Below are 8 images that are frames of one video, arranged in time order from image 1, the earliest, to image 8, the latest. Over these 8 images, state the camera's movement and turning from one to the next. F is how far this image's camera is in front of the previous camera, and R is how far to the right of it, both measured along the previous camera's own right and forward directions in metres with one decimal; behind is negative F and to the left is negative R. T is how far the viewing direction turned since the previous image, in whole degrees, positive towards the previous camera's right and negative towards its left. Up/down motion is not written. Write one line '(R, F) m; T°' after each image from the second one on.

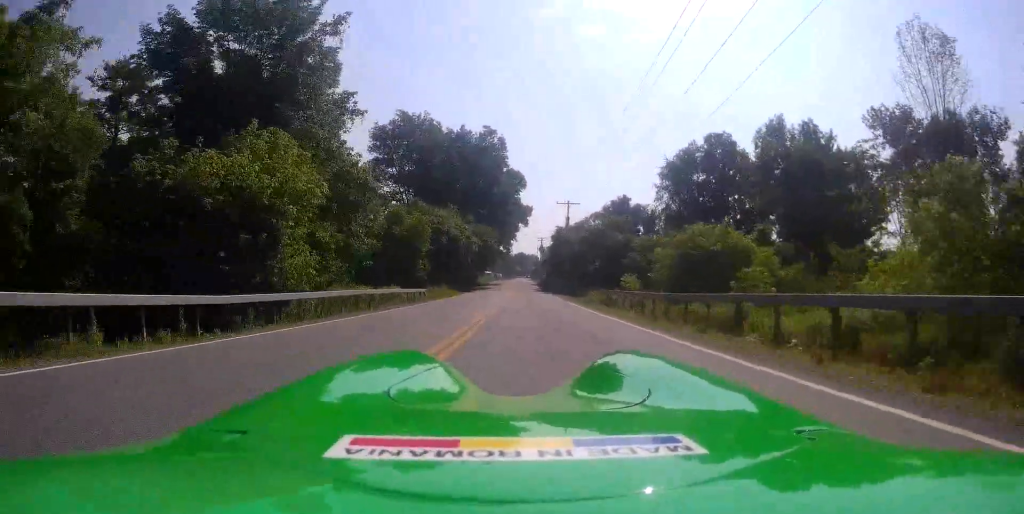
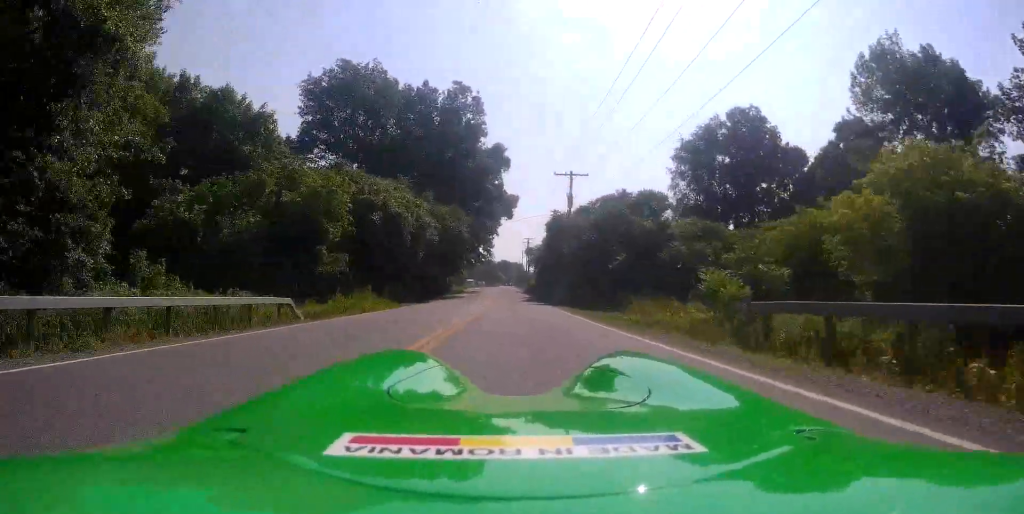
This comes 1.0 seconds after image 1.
(-0.1, +18.8) m; -1°
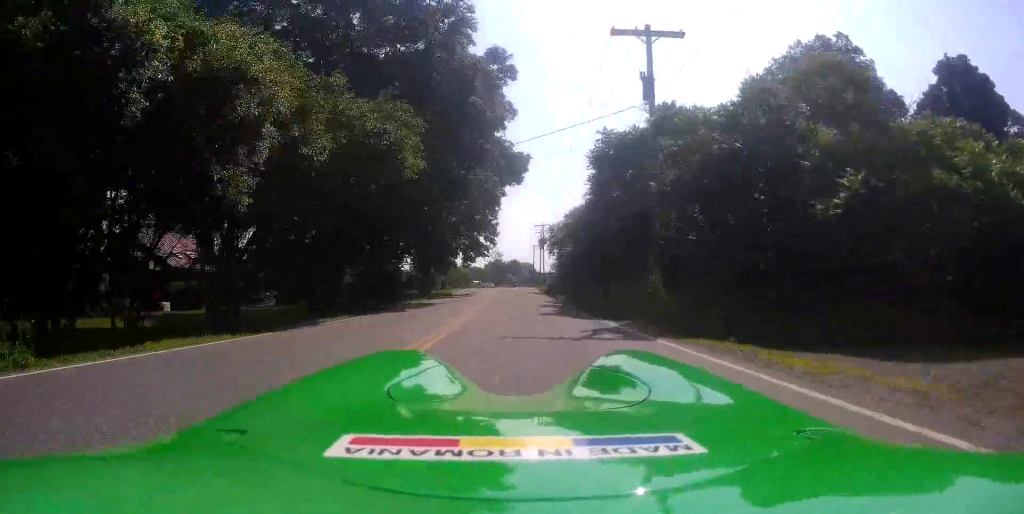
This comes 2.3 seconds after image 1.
(0.0, +23.0) m; +1°
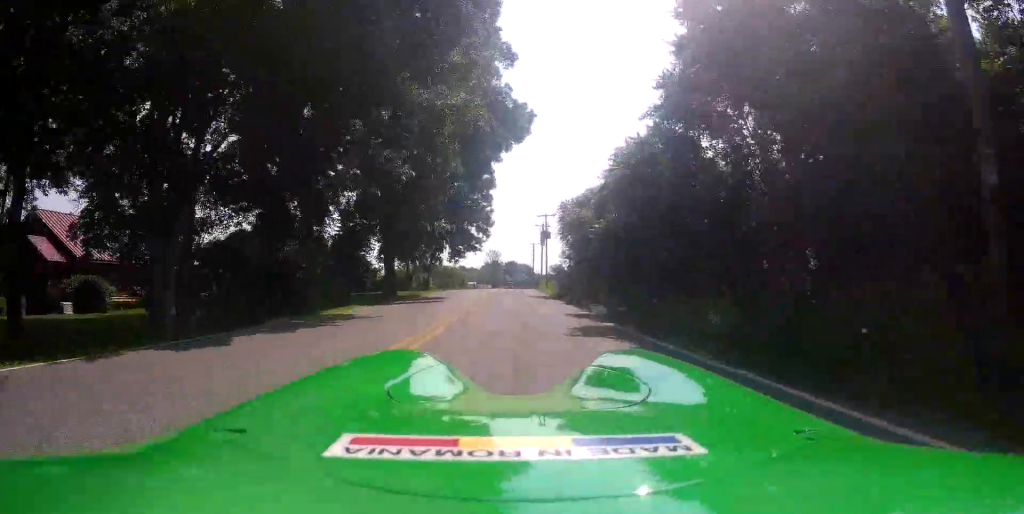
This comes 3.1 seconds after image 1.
(-0.1, +13.9) m; +2°
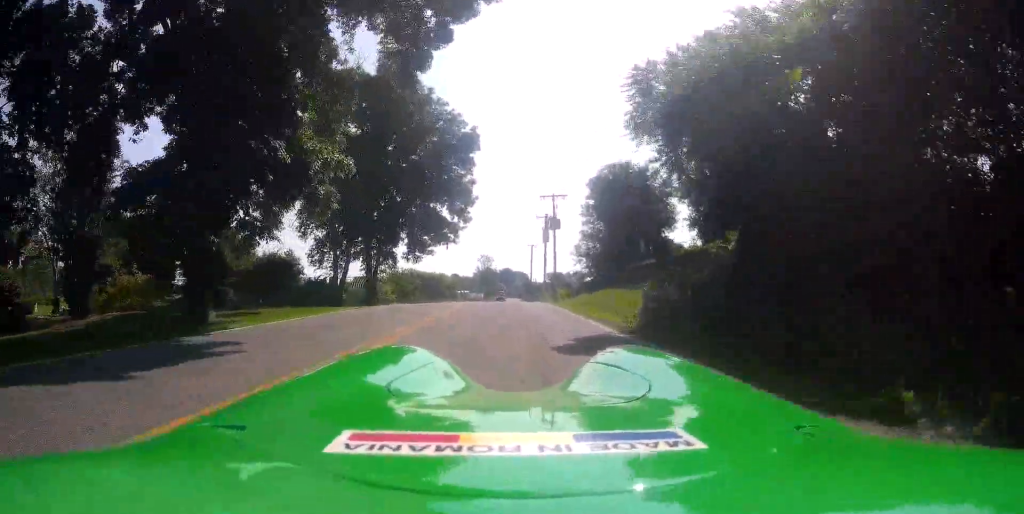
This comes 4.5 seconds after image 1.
(+0.5, +23.0) m; -1°
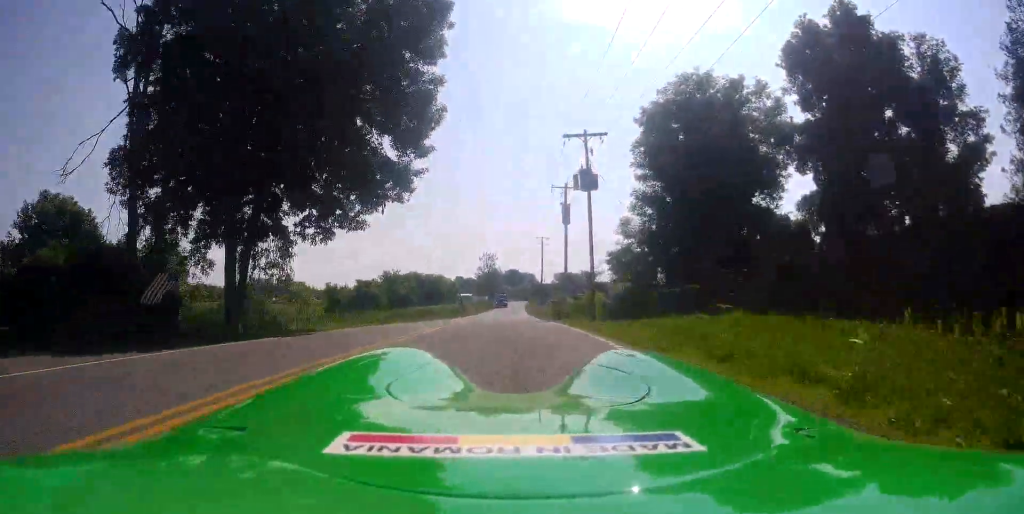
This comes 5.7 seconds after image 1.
(-0.9, +21.1) m; -3°
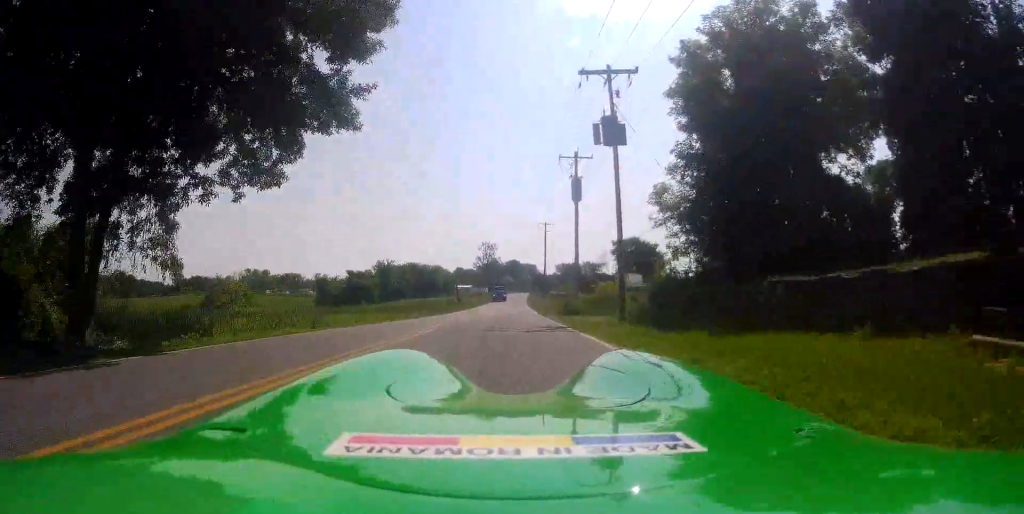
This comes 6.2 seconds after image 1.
(-0.2, +8.3) m; 0°
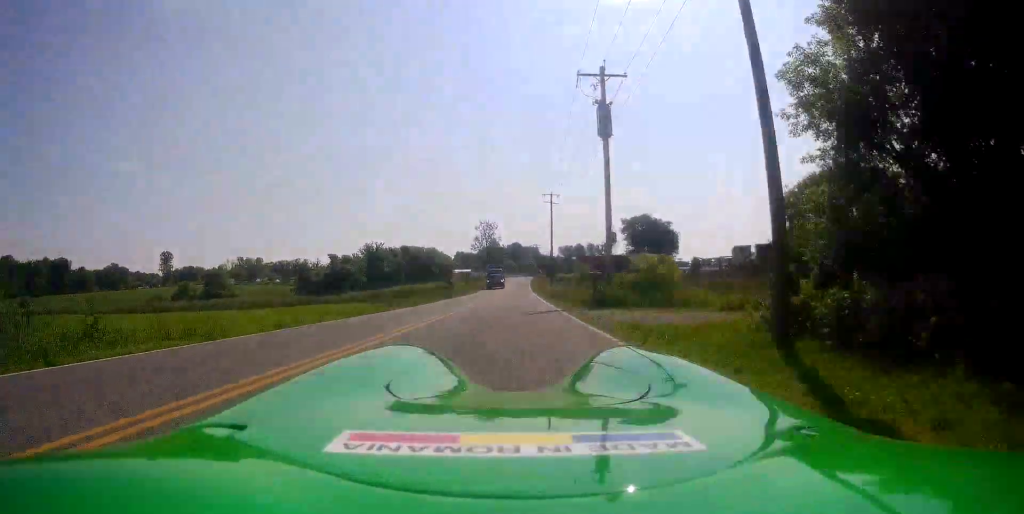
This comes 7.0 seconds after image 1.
(+0.3, +13.8) m; +3°
